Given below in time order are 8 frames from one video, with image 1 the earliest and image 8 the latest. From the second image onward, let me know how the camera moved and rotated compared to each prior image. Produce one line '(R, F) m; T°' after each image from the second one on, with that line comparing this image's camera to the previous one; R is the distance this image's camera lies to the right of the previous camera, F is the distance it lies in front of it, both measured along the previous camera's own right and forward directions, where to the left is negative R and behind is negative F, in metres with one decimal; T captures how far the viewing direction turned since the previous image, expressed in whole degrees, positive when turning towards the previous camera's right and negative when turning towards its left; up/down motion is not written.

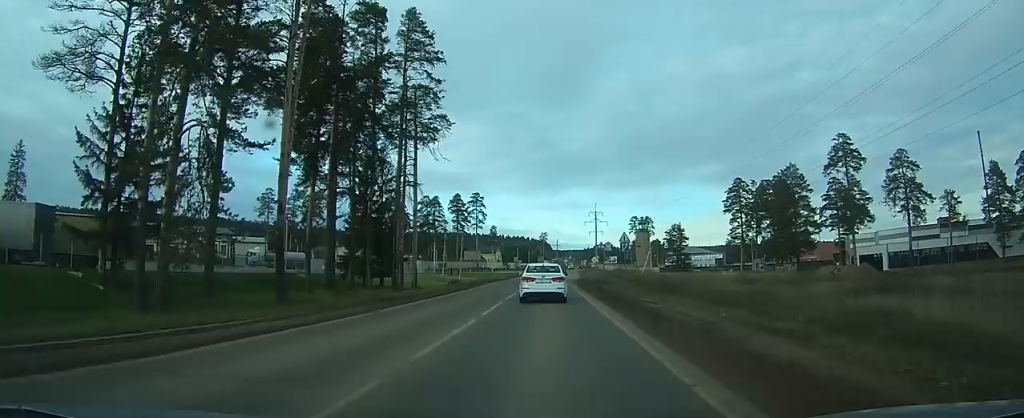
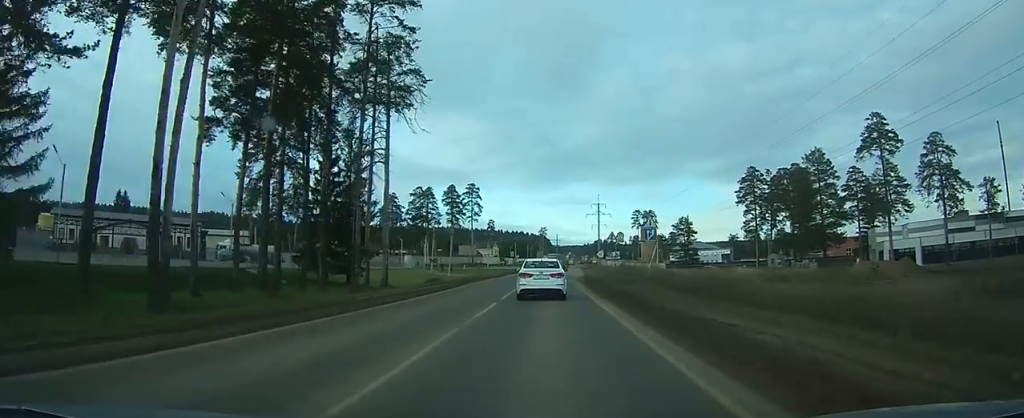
(-0.1, +10.7) m; 0°
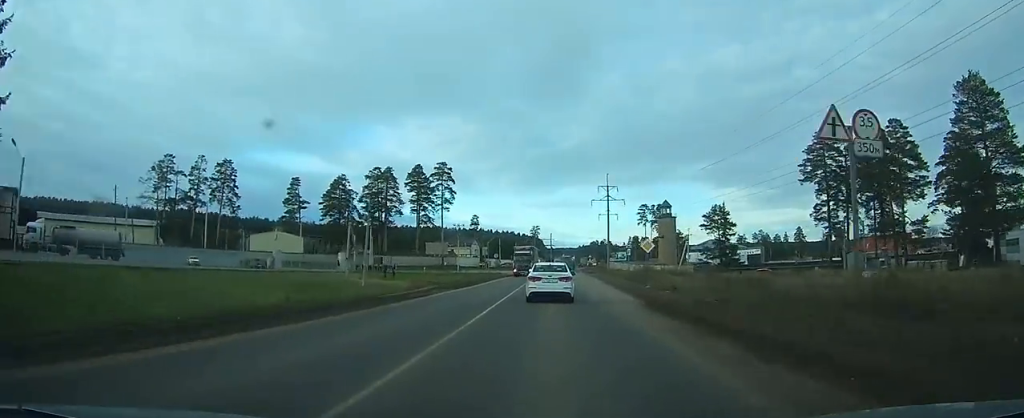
(0.0, +43.5) m; 0°
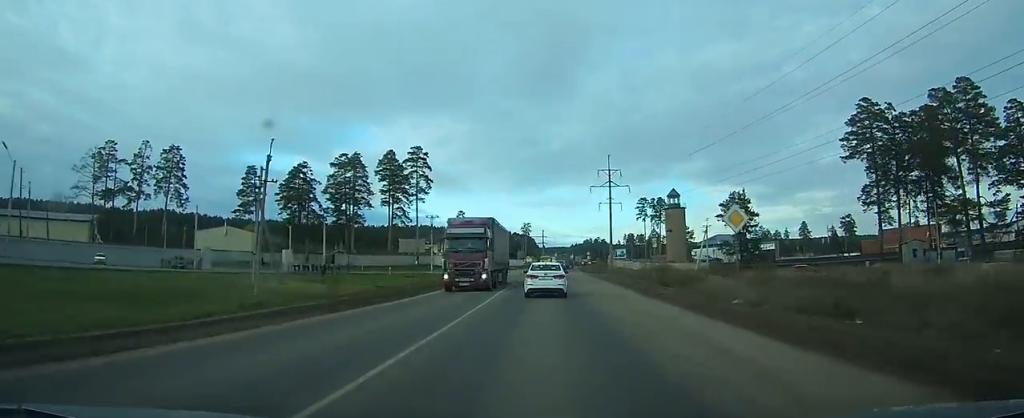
(0.0, +19.8) m; 0°
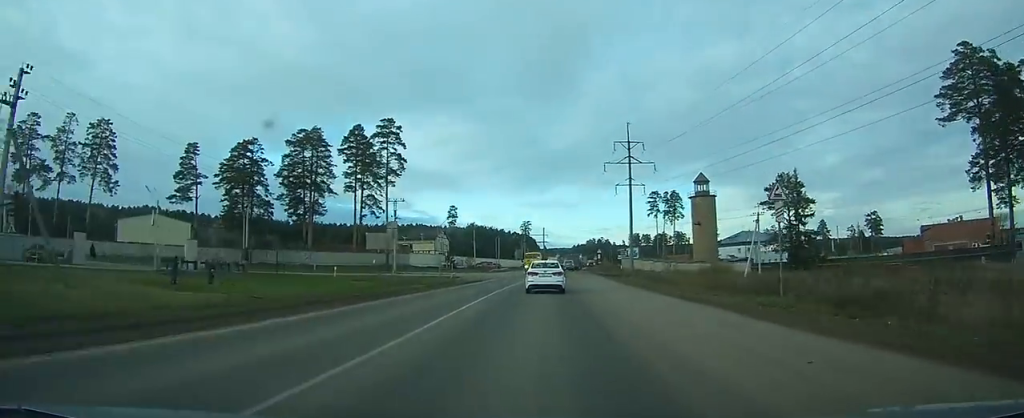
(+0.2, +24.1) m; 0°
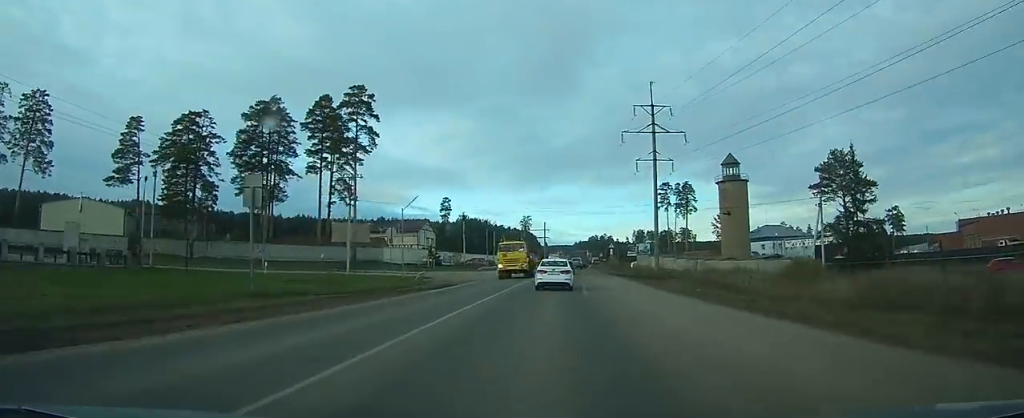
(-0.1, +17.6) m; 0°
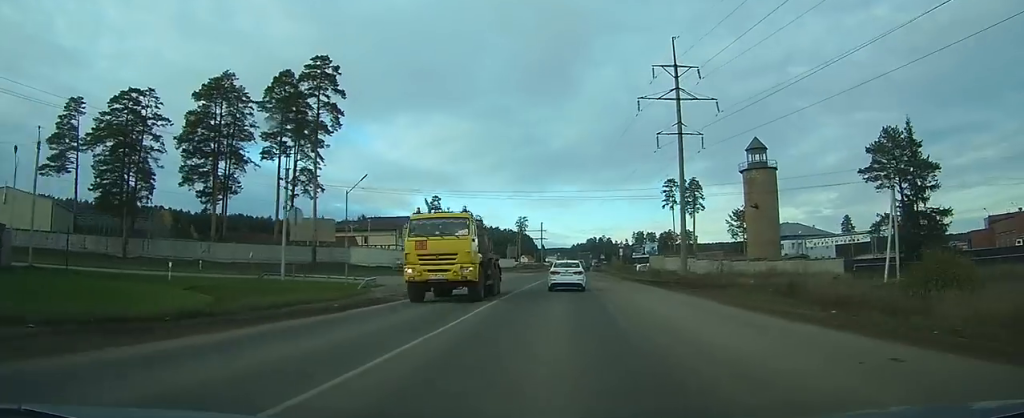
(0.0, +14.0) m; 0°
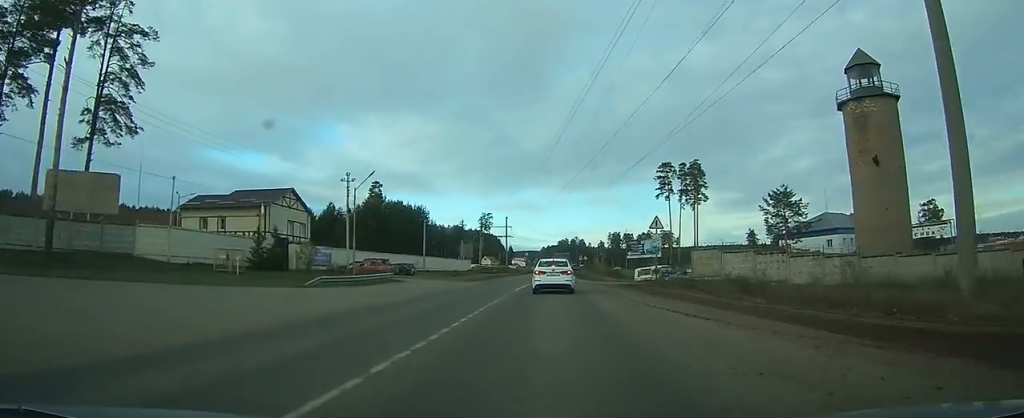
(+0.2, +37.9) m; +1°
